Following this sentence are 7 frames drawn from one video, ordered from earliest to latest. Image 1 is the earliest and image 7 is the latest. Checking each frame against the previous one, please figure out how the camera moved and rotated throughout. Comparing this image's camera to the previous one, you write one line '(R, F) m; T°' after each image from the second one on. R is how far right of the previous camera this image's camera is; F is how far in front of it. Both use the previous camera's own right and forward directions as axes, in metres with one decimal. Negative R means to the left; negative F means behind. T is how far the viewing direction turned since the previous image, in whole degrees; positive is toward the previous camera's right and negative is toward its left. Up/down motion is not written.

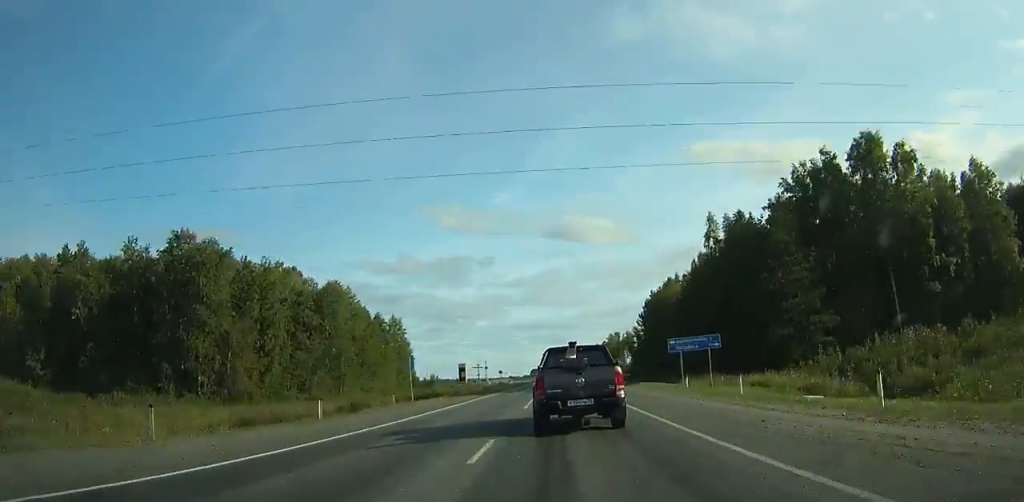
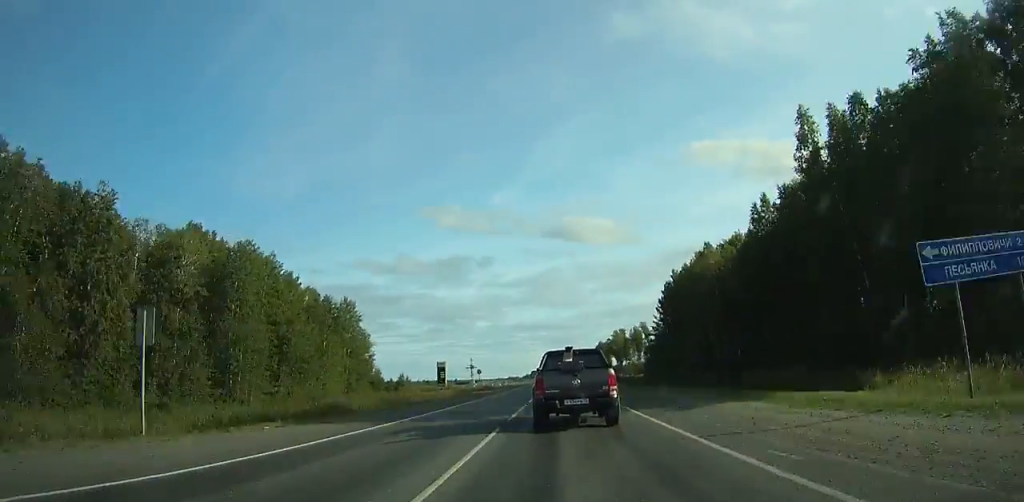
(0.0, +29.3) m; 0°
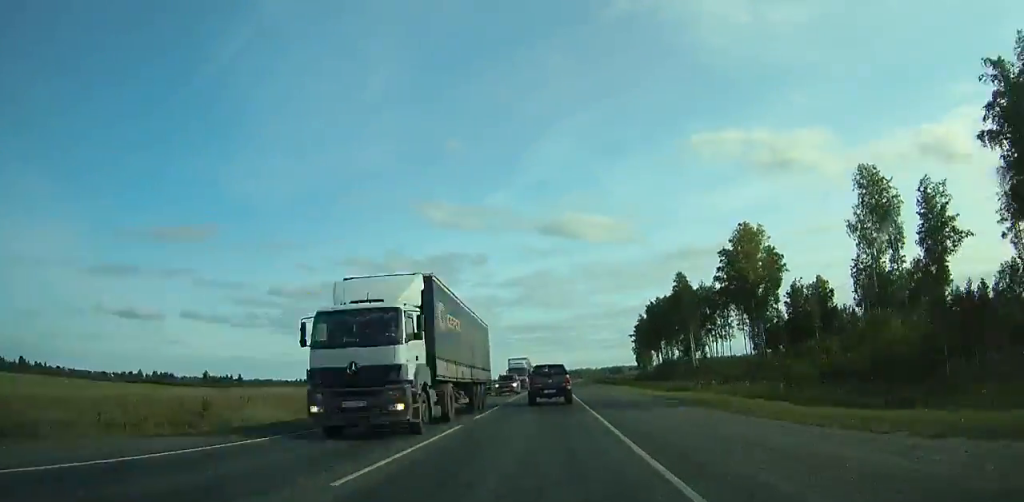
(+0.5, +213.0) m; 0°
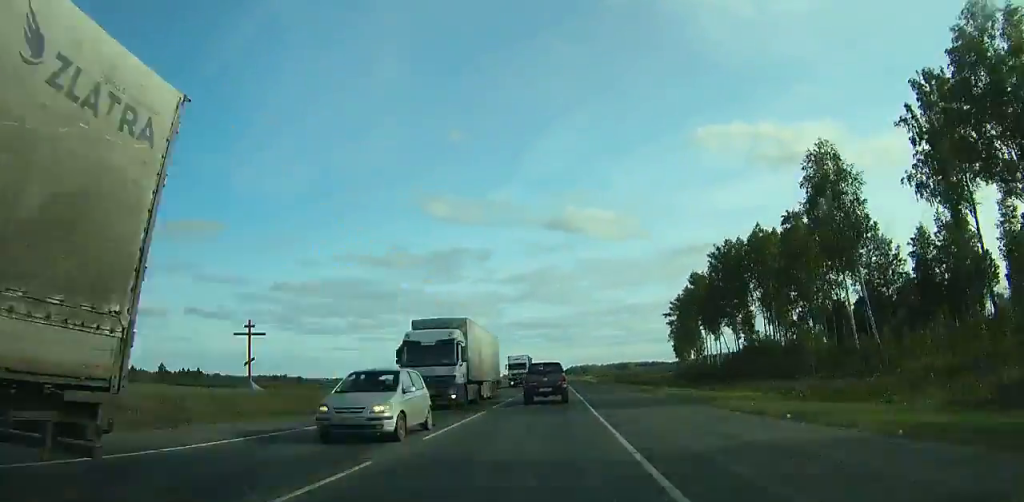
(-0.1, +53.1) m; 0°
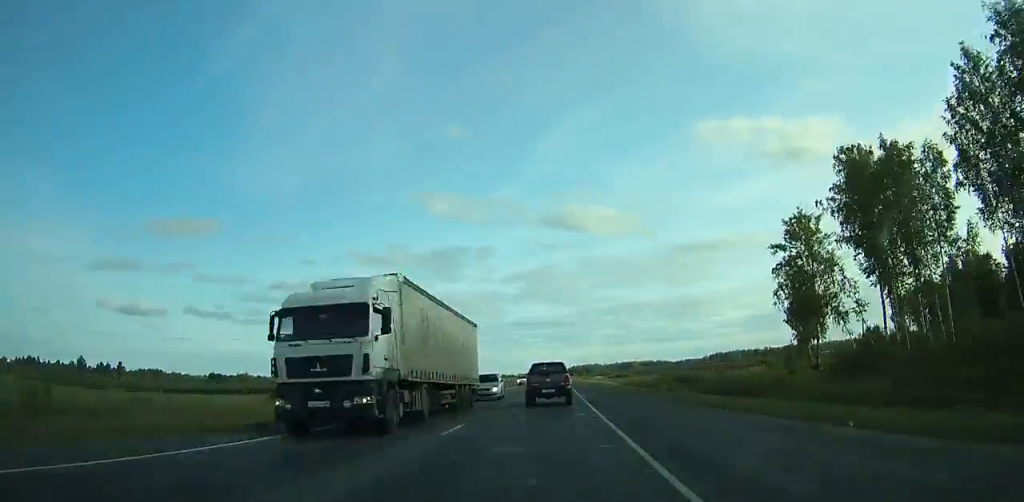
(-0.2, +70.9) m; 0°
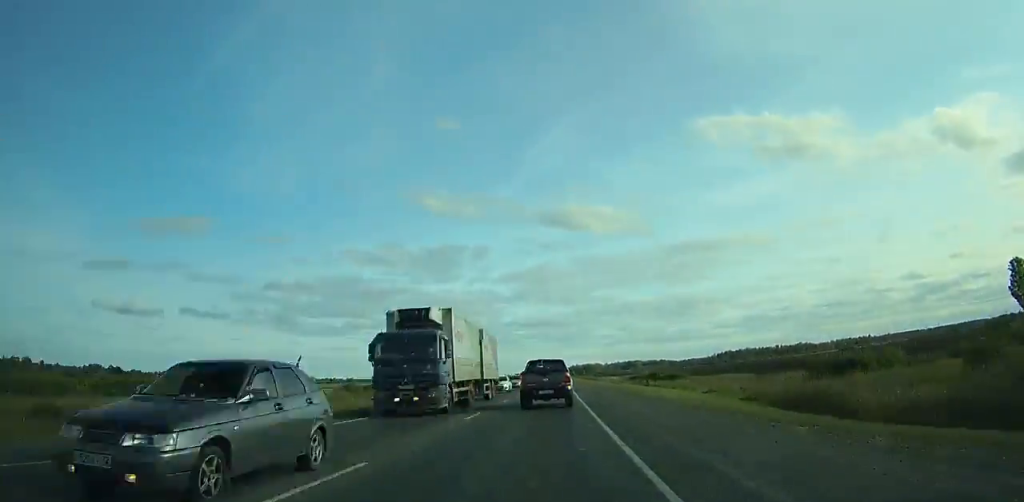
(+0.2, +79.4) m; 0°
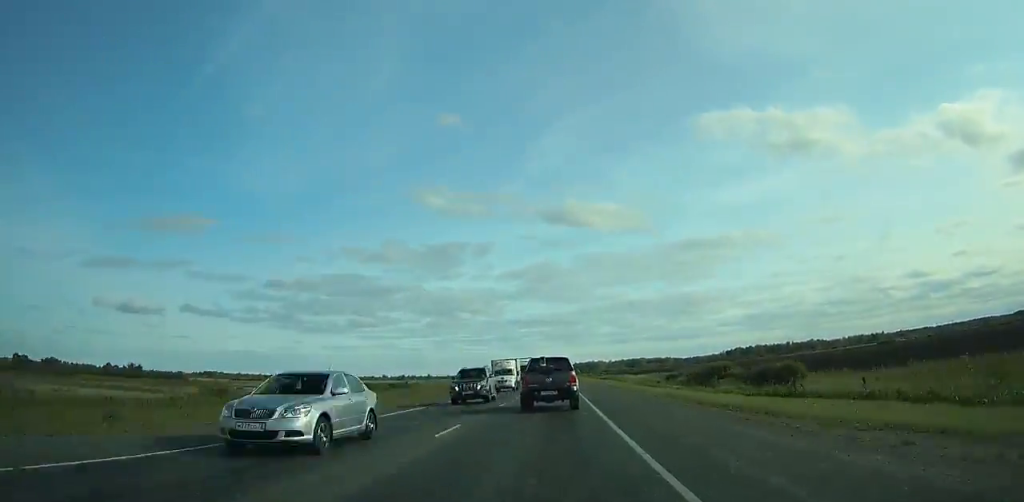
(0.0, +53.2) m; 0°
